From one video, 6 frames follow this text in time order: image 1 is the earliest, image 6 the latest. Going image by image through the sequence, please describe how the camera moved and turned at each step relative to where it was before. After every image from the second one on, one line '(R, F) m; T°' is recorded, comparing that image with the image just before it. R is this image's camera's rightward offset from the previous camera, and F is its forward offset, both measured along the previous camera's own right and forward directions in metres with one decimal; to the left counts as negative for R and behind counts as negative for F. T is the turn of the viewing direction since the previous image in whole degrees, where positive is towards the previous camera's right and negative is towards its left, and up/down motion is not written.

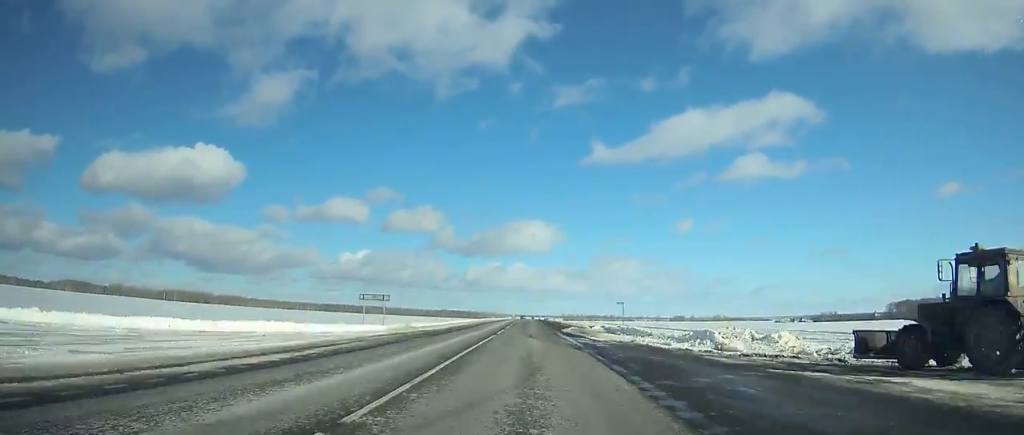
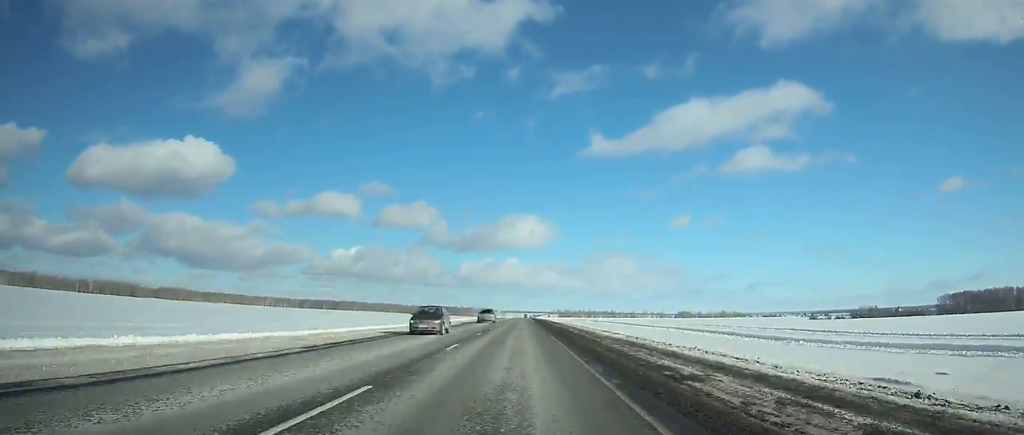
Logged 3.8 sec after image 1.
(+0.2, +122.4) m; 0°
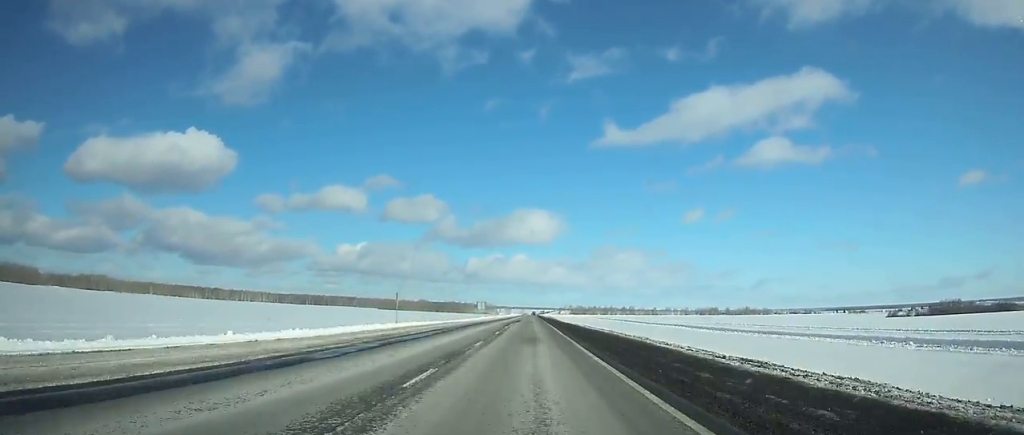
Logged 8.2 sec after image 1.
(-0.1, +146.2) m; 0°
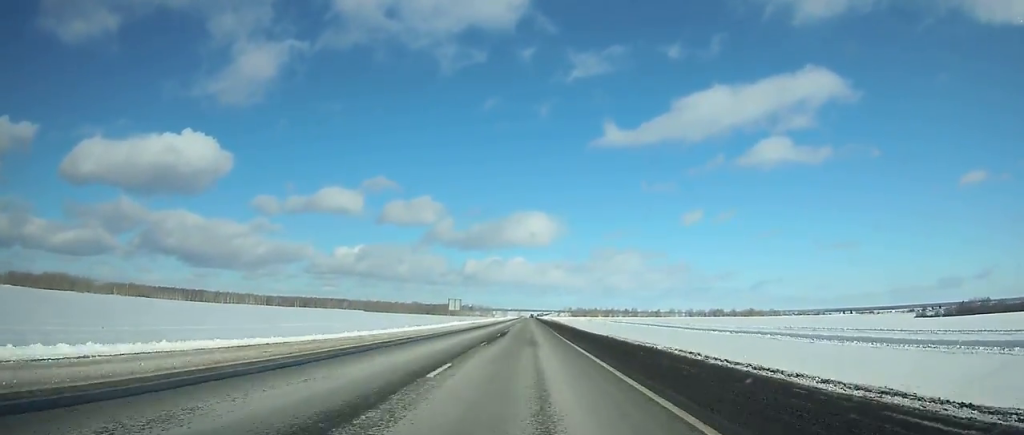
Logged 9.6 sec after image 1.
(0.0, +46.4) m; 0°
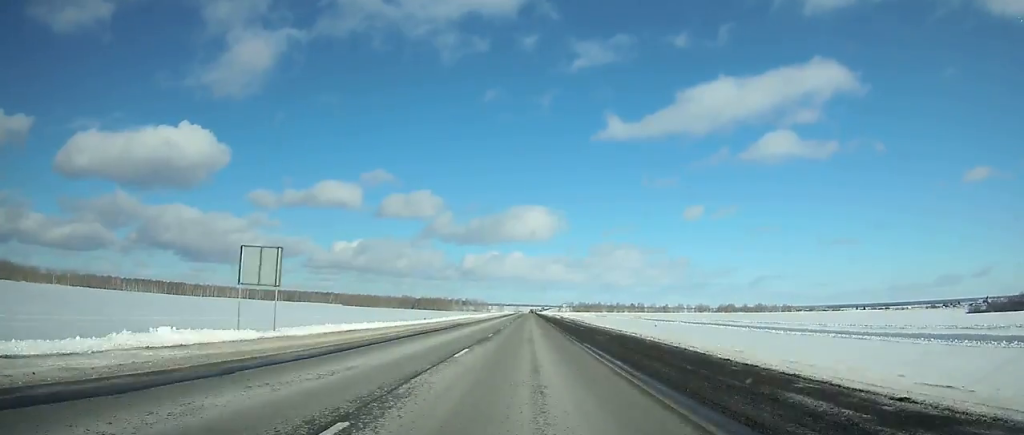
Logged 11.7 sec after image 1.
(+0.2, +69.4) m; 0°
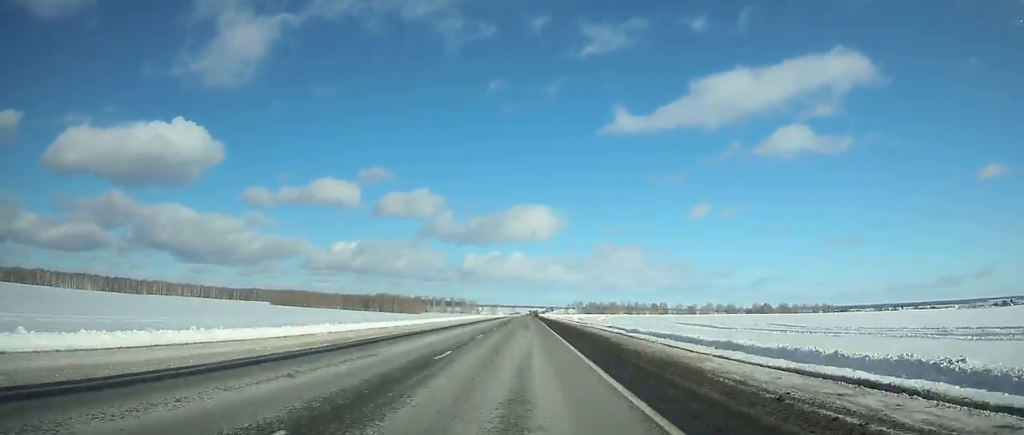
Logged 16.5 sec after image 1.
(+0.4, +157.2) m; 0°
